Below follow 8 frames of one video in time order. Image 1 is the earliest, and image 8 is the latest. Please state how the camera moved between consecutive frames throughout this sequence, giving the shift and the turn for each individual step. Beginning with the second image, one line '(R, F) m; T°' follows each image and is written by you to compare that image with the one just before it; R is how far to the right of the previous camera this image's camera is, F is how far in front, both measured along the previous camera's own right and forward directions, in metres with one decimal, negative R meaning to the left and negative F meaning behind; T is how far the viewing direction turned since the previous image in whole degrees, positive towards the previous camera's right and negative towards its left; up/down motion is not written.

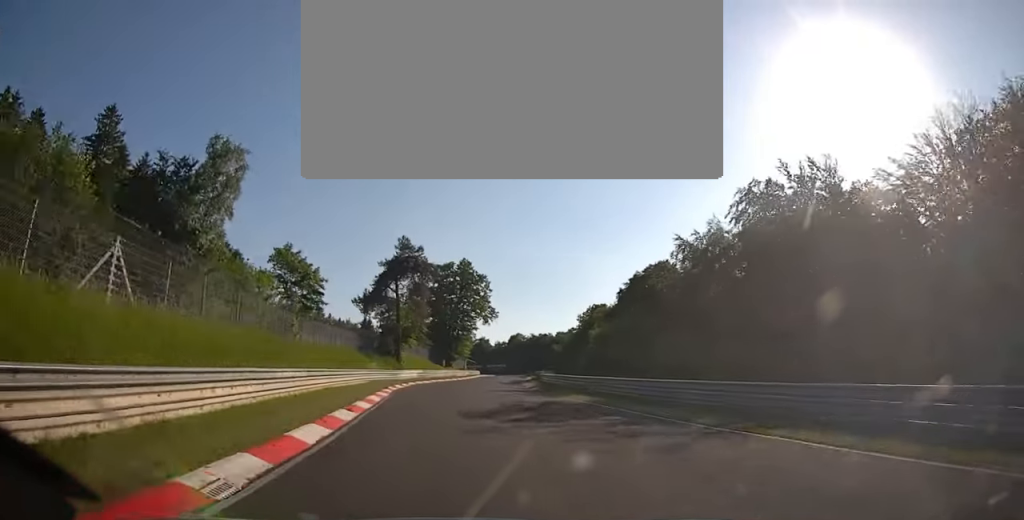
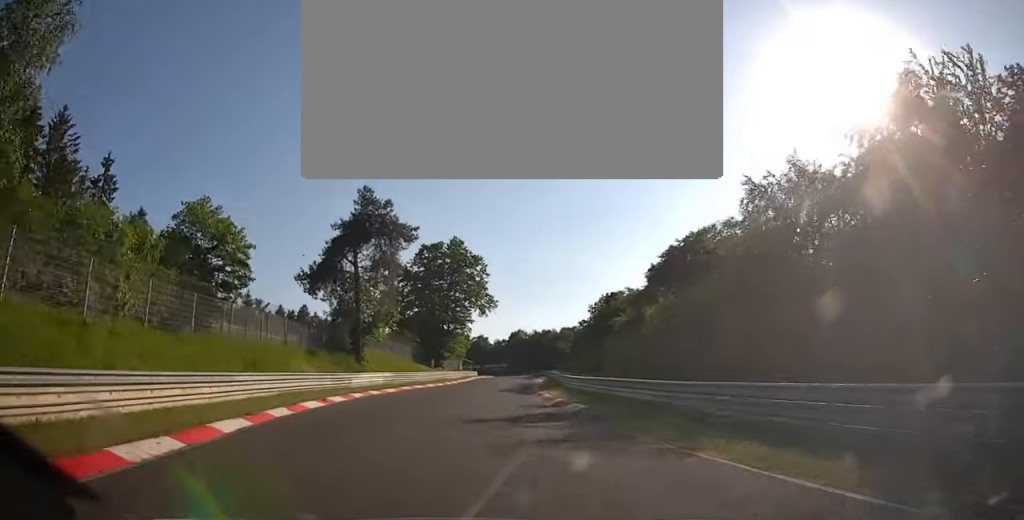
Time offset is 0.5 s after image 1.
(-0.3, +18.5) m; 0°
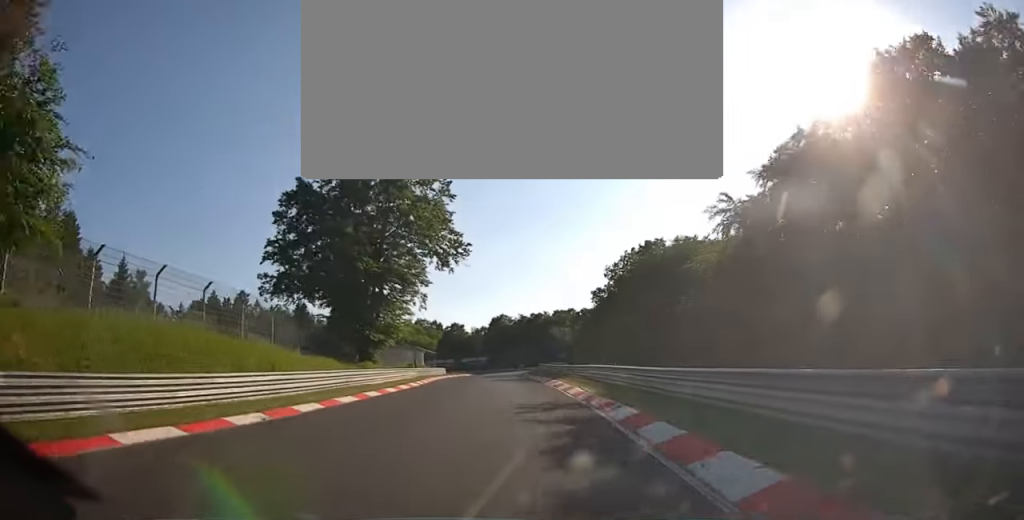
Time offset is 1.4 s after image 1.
(+0.7, +38.1) m; +2°
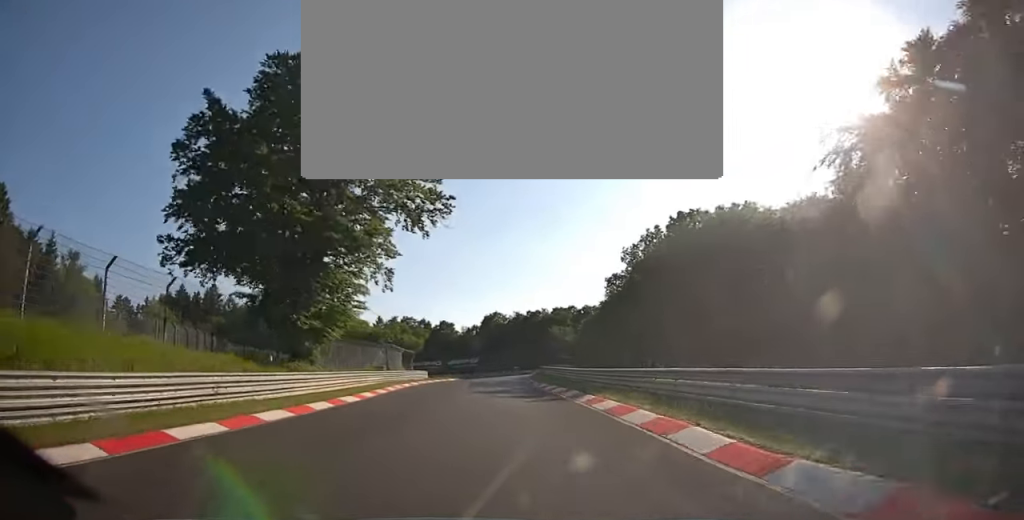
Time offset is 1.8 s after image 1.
(+0.2, +15.2) m; +1°
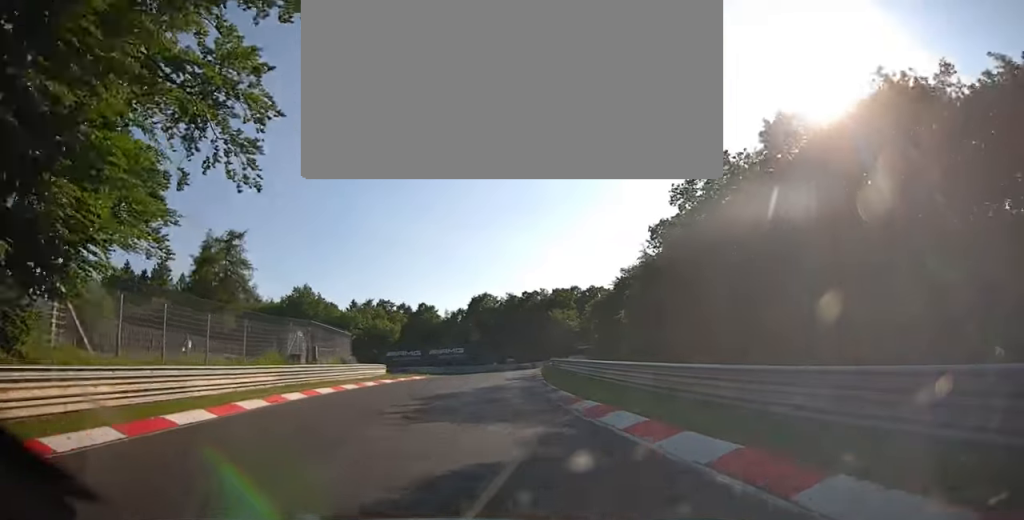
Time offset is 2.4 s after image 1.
(+0.2, +22.5) m; +1°
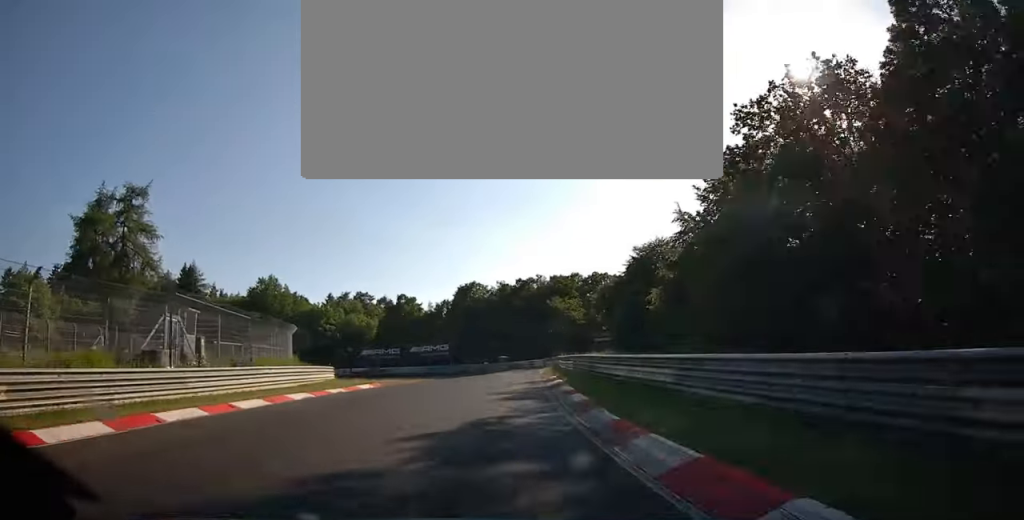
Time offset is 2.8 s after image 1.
(+0.1, +14.3) m; 0°
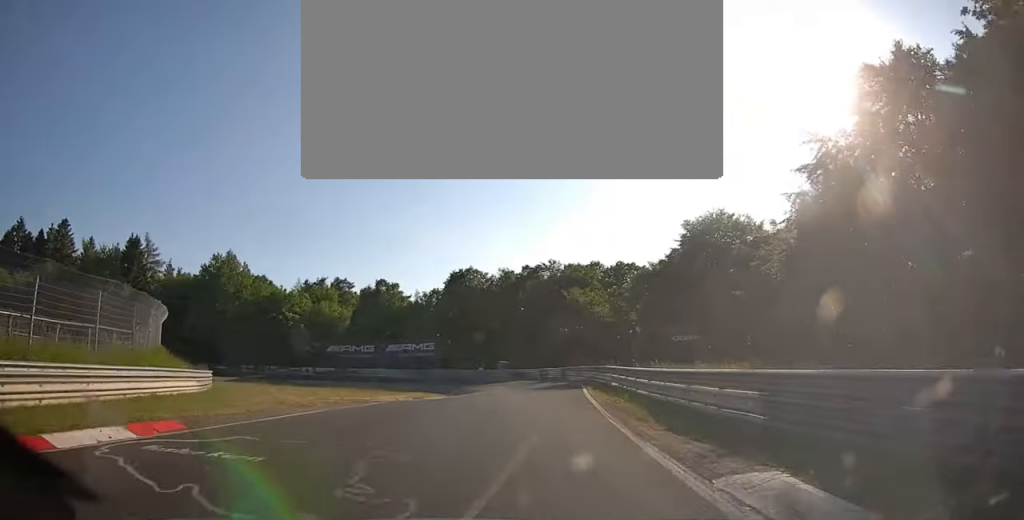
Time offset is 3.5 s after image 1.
(0.0, +20.8) m; 0°
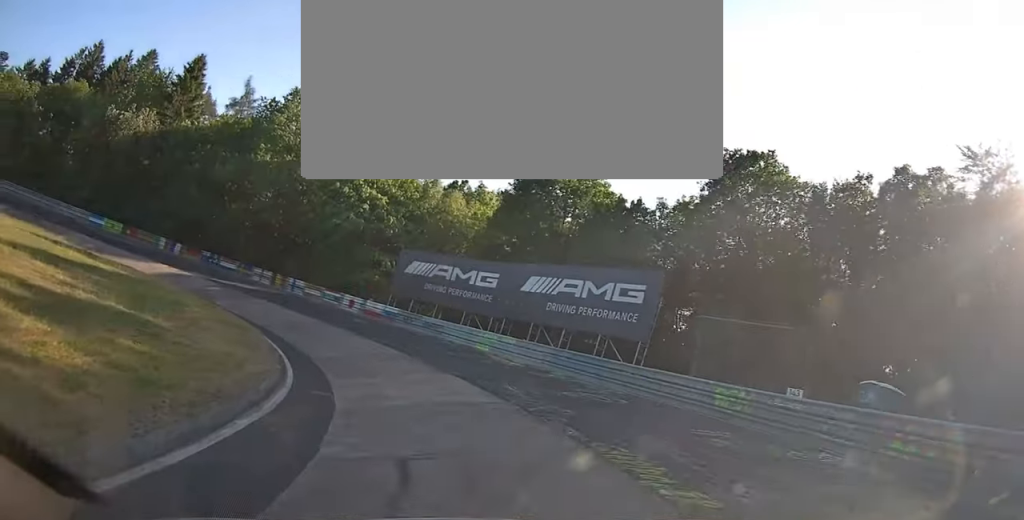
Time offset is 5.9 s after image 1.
(-8.9, +43.9) m; -47°
